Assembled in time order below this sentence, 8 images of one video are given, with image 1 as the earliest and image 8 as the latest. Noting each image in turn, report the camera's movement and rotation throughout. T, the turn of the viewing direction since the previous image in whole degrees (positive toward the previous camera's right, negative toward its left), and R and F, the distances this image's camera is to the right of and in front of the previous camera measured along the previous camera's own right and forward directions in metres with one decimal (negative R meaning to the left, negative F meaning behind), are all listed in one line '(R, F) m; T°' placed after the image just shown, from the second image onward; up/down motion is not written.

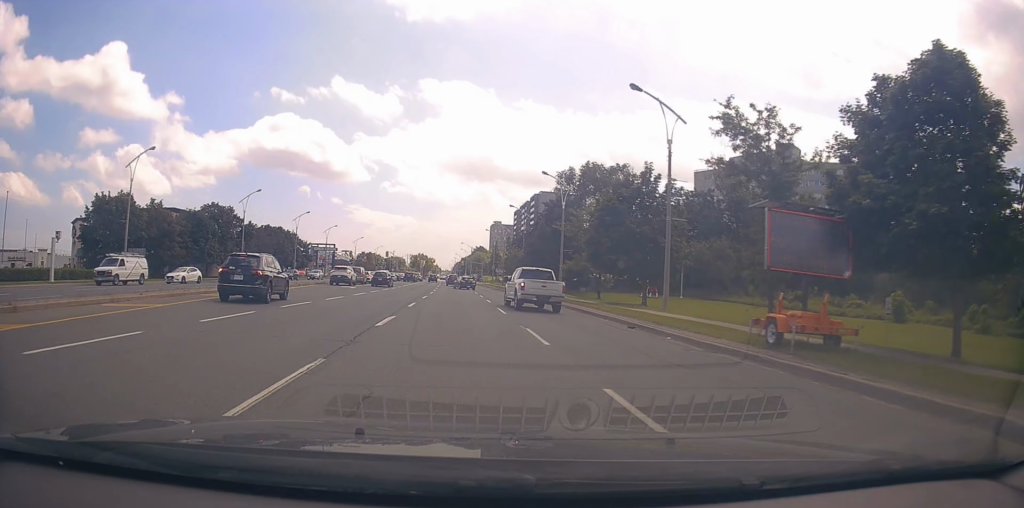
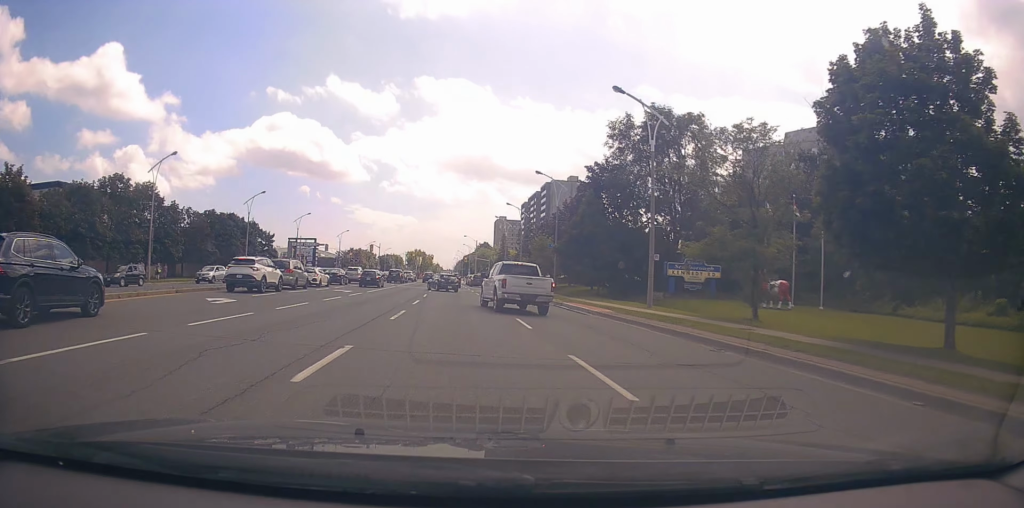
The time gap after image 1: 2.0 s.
(-0.8, +25.7) m; -2°
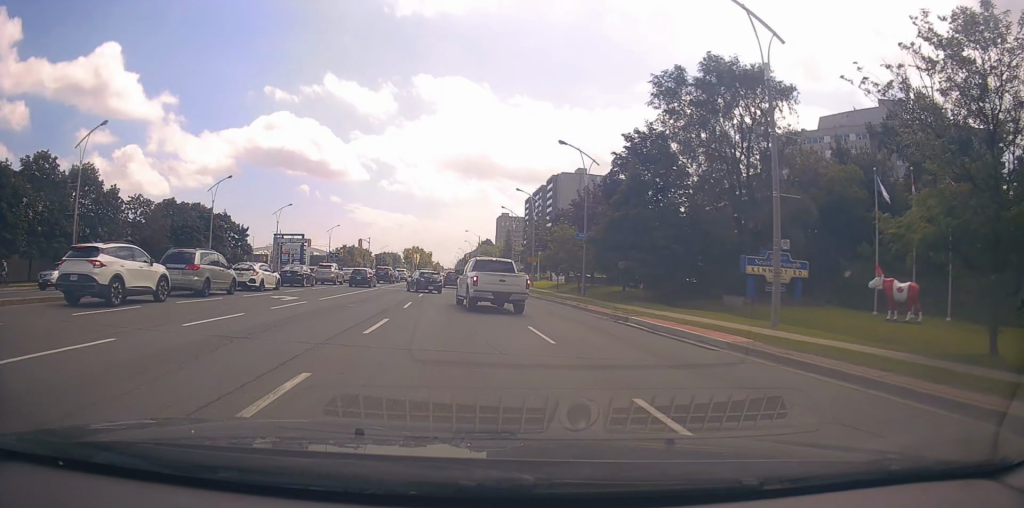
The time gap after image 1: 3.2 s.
(+0.1, +14.7) m; 0°
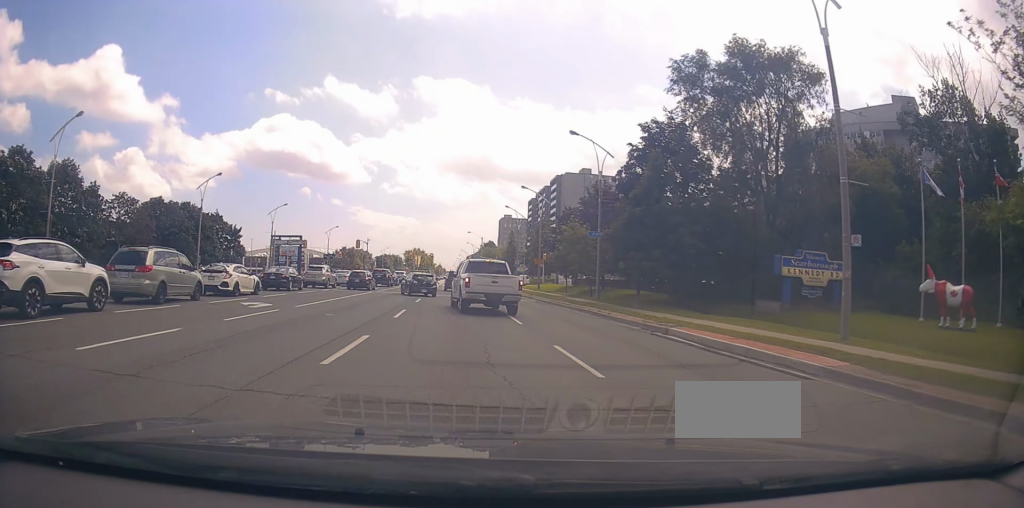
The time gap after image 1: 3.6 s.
(0.0, +4.0) m; 0°
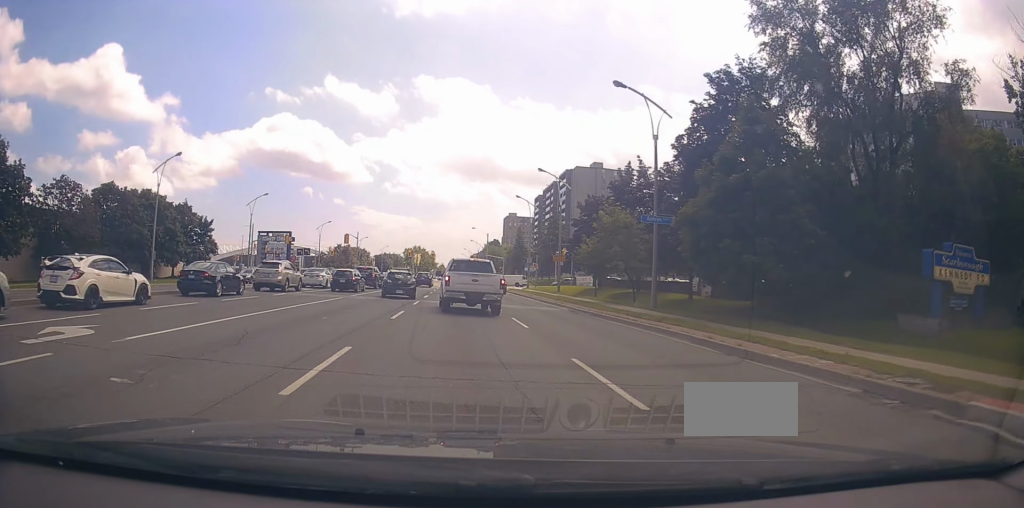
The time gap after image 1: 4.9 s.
(0.0, +12.1) m; +1°
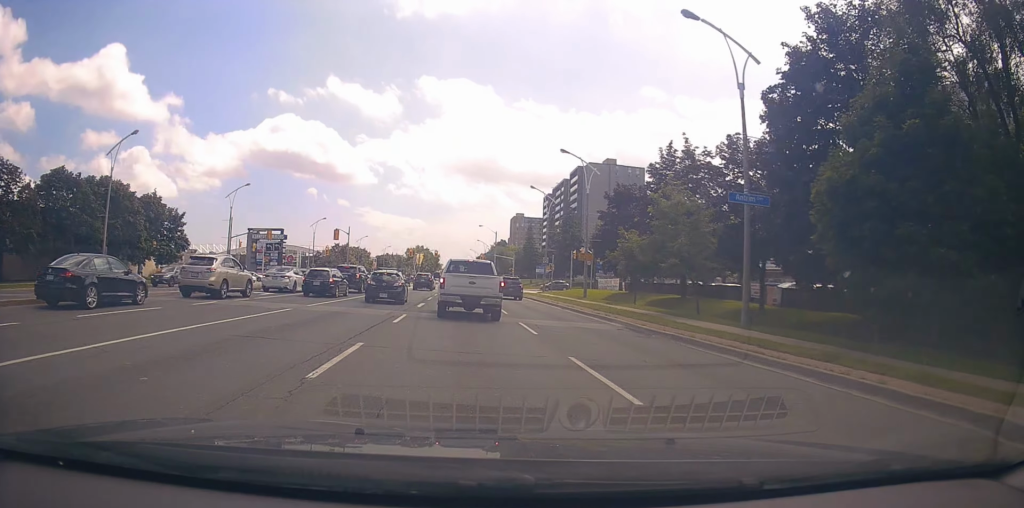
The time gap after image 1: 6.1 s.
(+0.3, +9.3) m; +1°
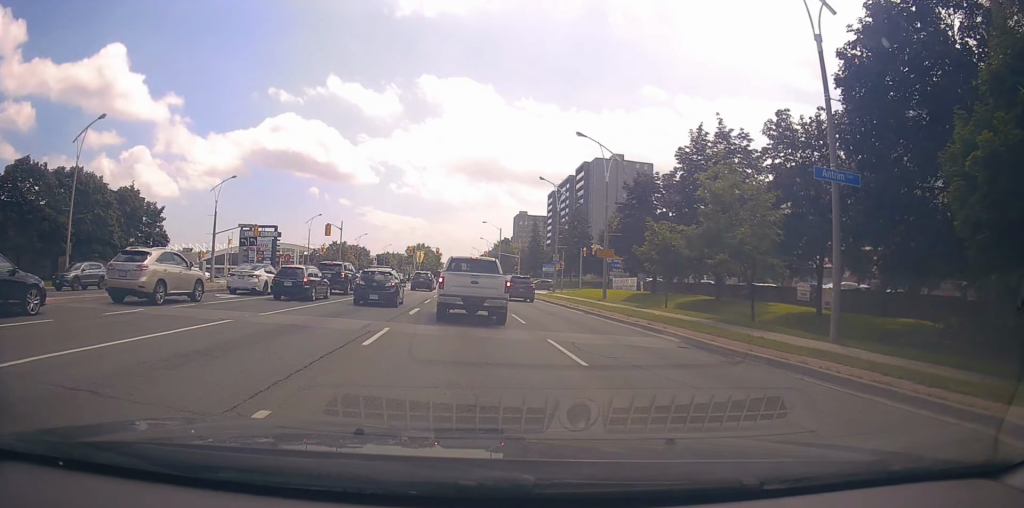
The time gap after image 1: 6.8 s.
(-0.2, +5.7) m; -3°
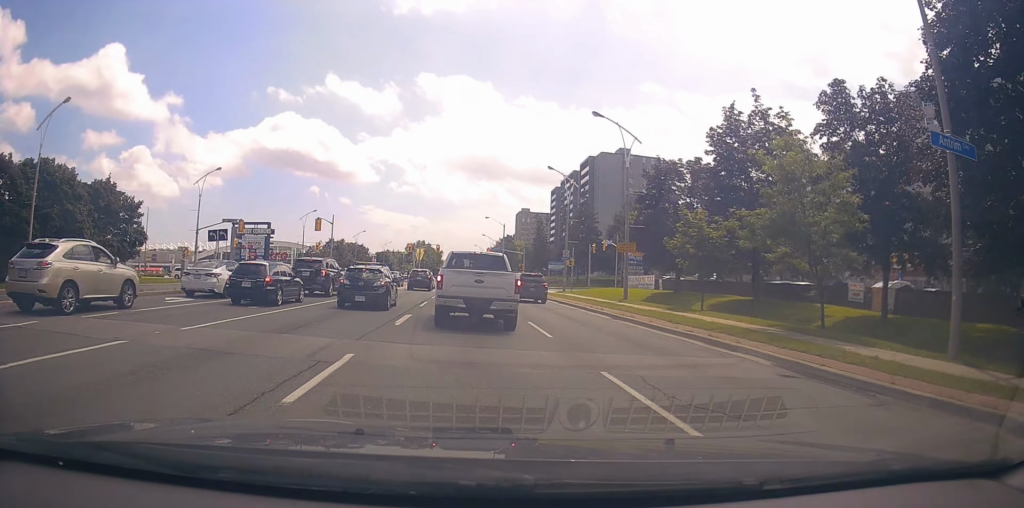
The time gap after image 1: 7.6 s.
(-0.2, +5.7) m; -2°
